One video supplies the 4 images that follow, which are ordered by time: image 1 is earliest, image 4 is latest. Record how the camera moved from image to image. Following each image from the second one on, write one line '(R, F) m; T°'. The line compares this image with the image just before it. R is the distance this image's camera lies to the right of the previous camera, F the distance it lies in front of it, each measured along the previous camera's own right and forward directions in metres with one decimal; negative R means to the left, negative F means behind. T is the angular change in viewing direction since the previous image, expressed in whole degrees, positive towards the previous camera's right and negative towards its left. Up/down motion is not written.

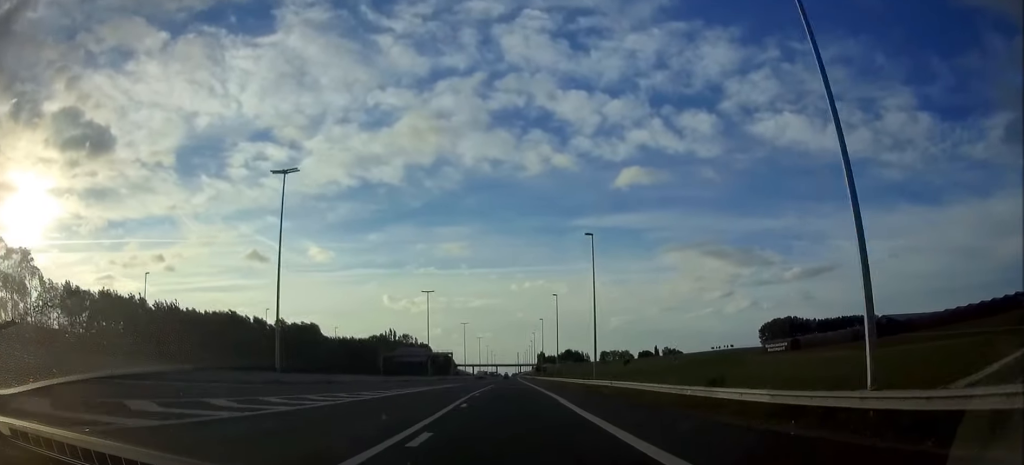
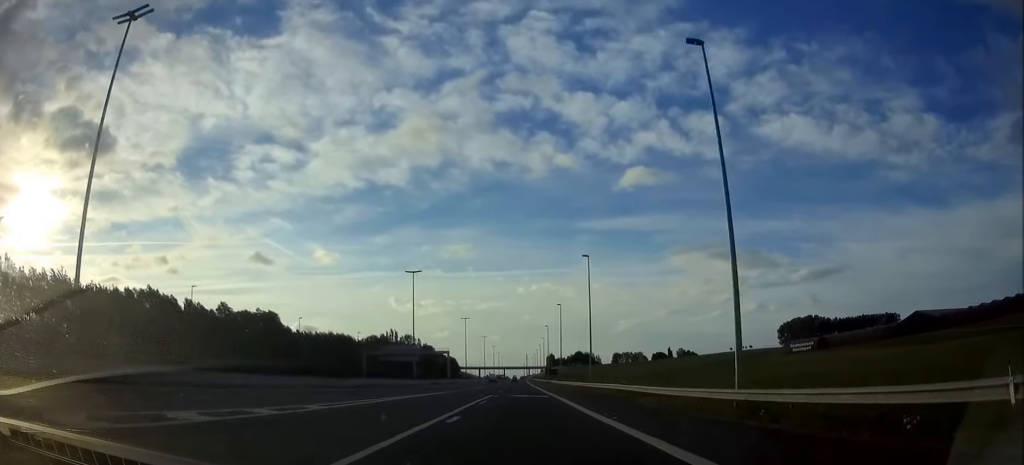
(-0.1, +31.4) m; 0°
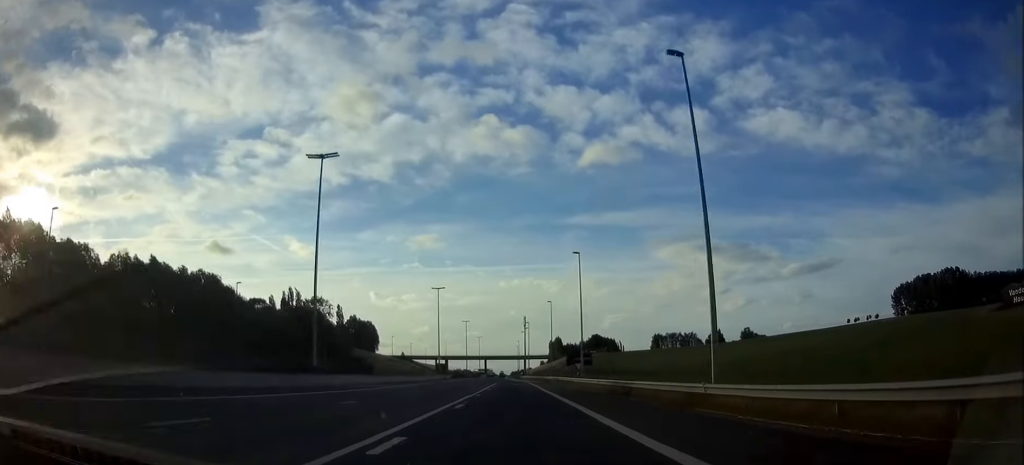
(+2.6, +241.2) m; 0°
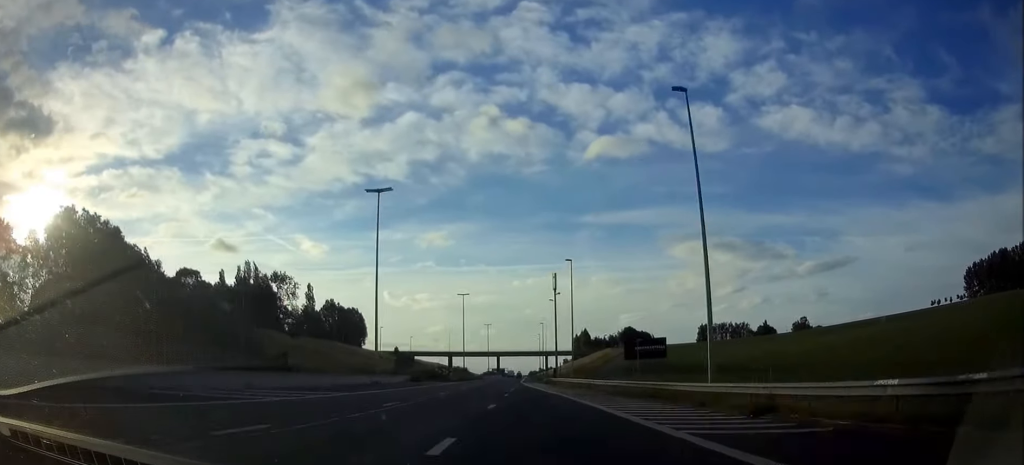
(-1.3, +77.0) m; -1°
